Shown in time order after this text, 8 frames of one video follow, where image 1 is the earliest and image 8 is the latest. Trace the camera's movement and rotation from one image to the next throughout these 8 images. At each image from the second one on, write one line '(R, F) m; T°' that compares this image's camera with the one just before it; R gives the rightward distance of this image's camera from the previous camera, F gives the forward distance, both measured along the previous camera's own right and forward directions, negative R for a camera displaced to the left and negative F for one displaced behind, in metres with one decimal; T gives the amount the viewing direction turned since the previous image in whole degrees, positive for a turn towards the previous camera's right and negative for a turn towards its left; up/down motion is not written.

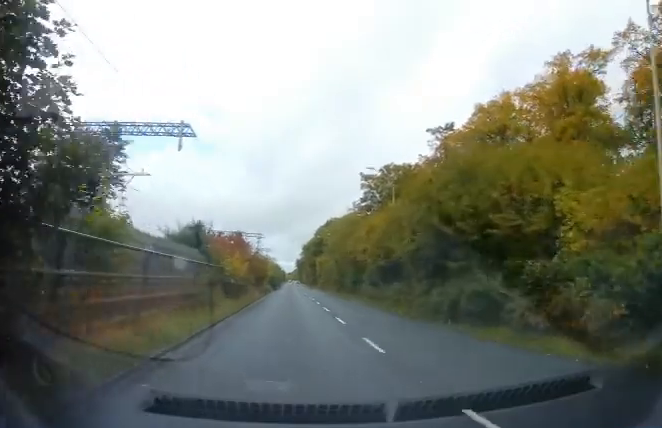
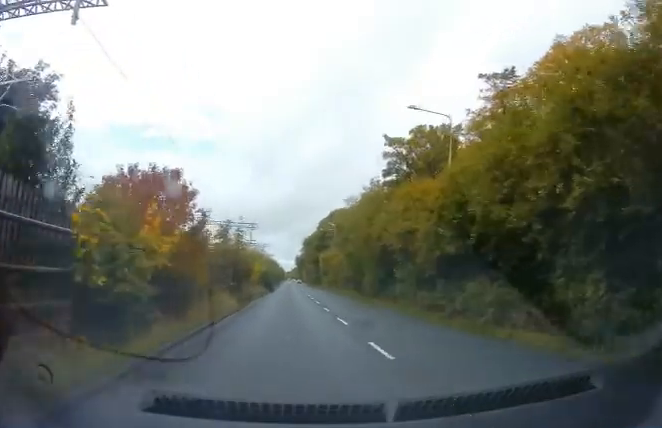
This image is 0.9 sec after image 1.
(-0.2, +13.3) m; -1°
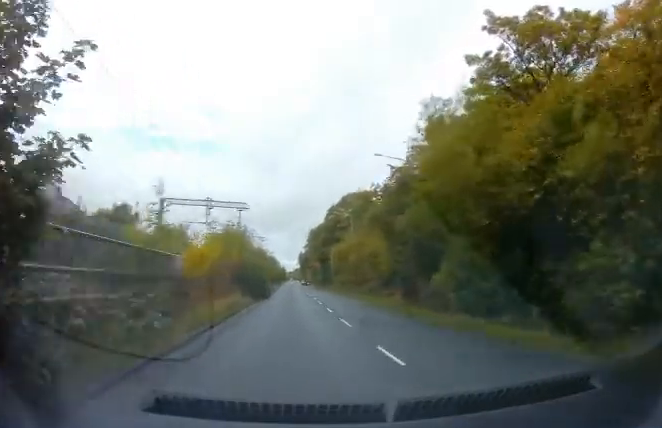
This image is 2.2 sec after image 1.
(0.0, +18.7) m; +1°
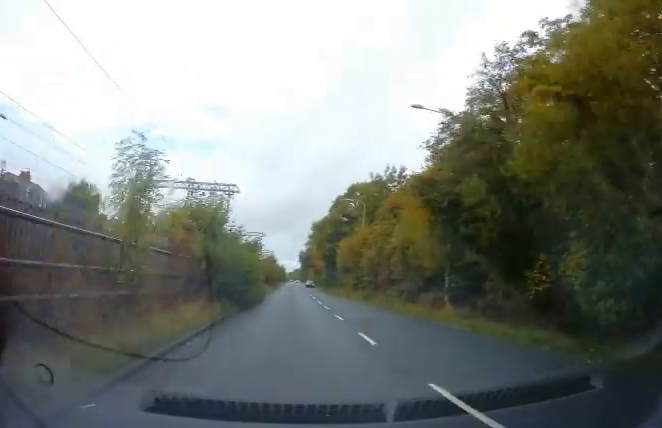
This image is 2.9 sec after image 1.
(+0.2, +9.7) m; 0°
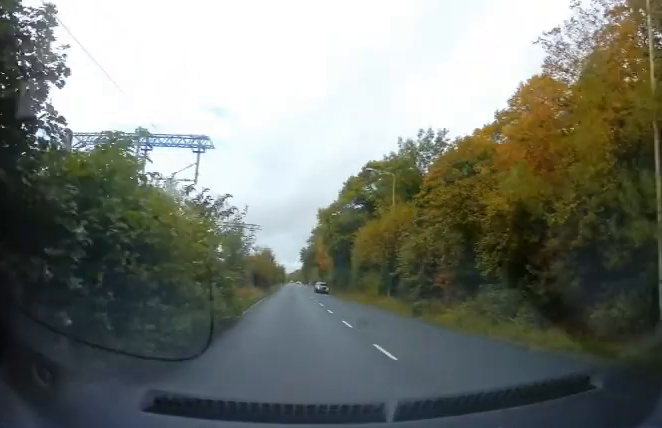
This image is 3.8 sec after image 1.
(0.0, +14.0) m; 0°
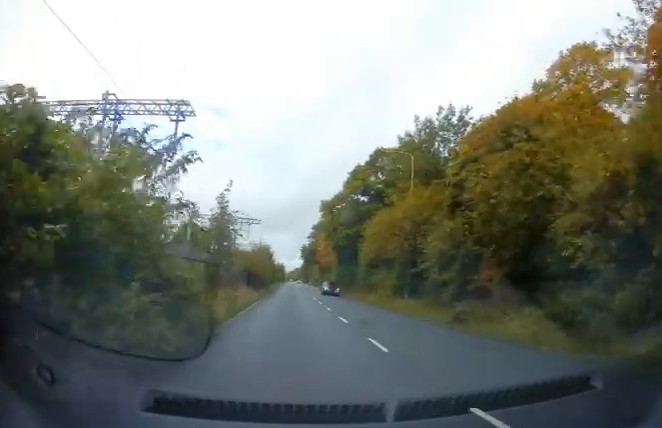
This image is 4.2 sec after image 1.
(0.0, +5.5) m; 0°
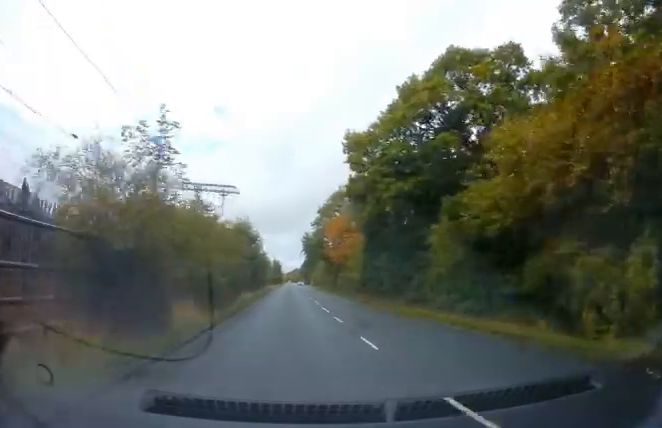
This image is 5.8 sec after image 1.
(-0.1, +23.8) m; 0°
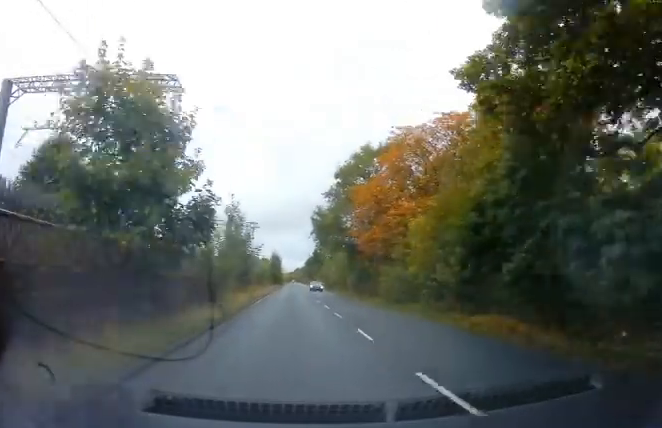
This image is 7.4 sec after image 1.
(+0.2, +23.6) m; 0°
